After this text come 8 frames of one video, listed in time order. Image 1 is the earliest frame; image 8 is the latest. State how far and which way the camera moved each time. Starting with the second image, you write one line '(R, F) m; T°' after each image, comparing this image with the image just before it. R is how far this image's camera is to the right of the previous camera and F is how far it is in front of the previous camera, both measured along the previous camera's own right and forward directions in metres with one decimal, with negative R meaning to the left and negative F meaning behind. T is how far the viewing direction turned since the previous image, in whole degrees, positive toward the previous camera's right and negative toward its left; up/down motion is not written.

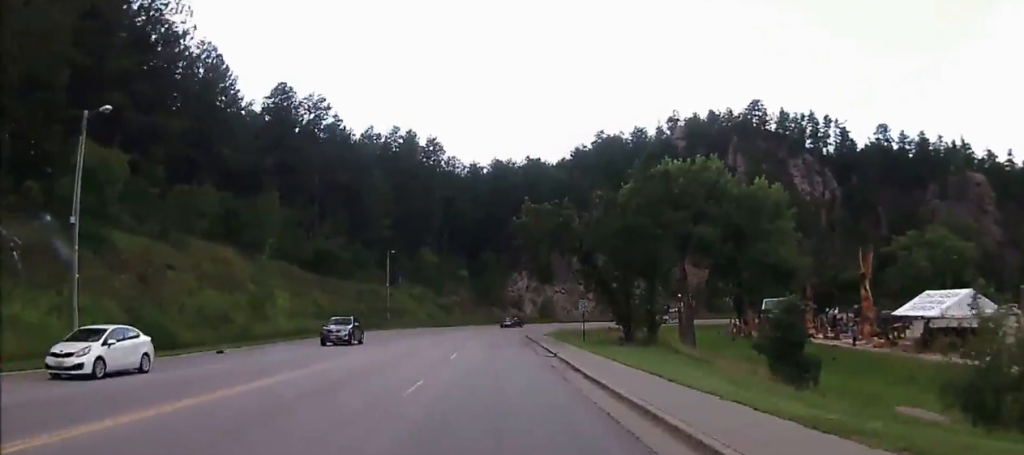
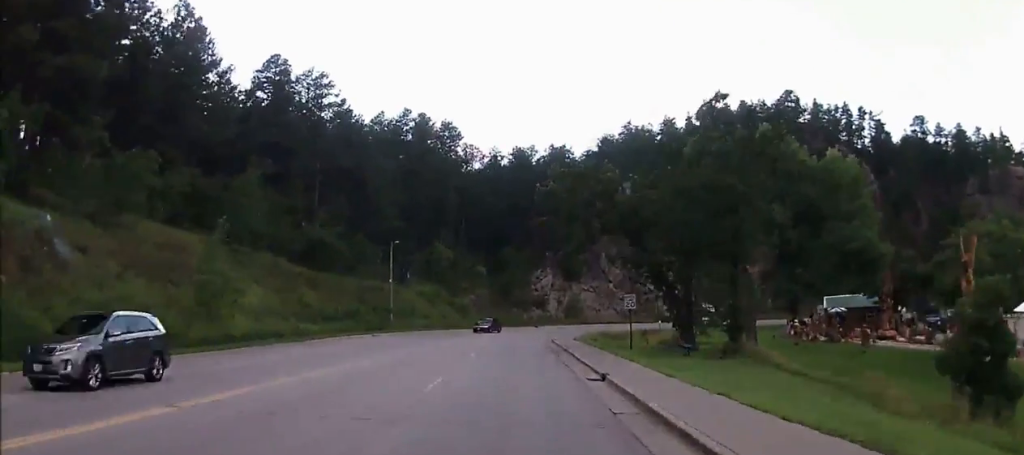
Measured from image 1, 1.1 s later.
(-0.6, +11.6) m; -1°
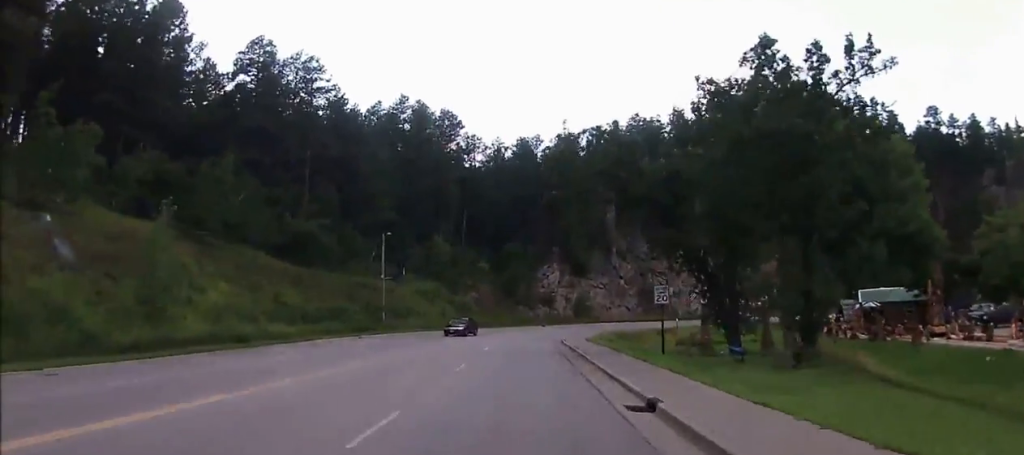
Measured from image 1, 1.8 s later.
(+0.1, +6.8) m; 0°
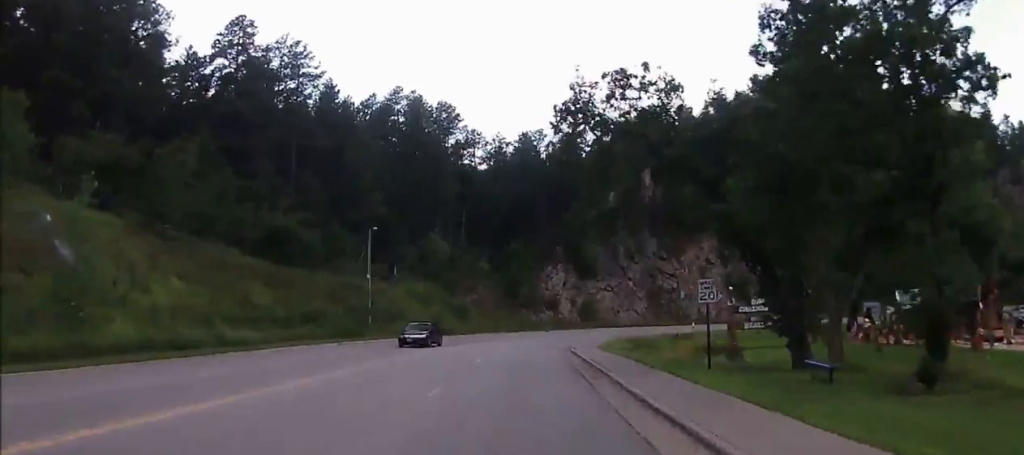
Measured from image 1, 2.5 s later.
(+0.3, +6.8) m; 0°
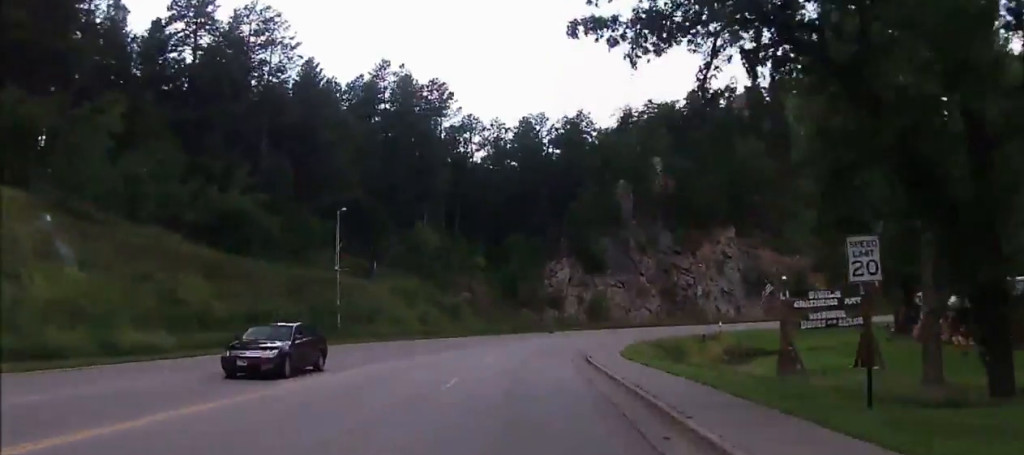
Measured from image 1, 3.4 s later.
(-0.5, +10.0) m; -3°
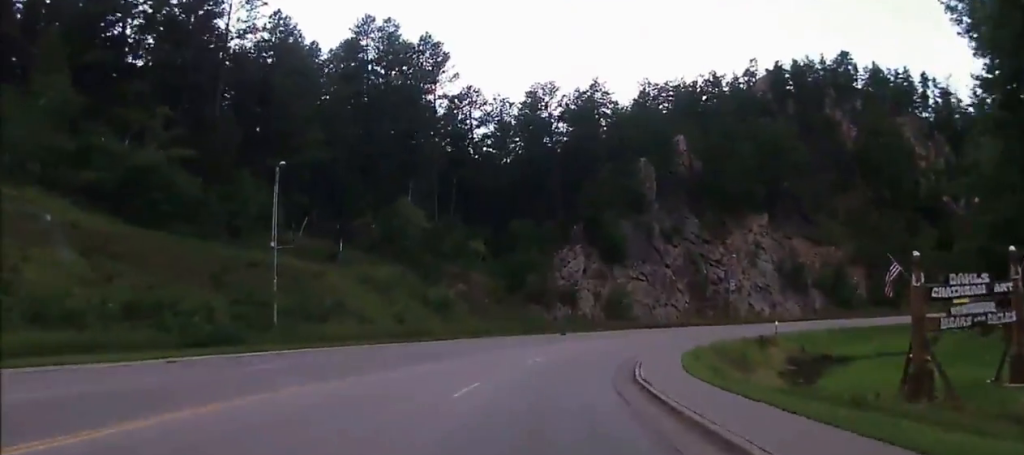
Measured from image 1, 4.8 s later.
(0.0, +13.9) m; 0°
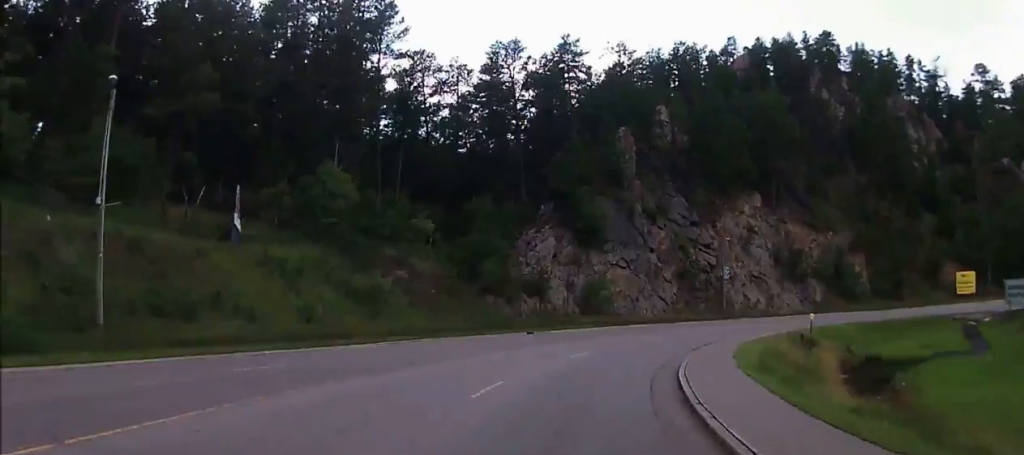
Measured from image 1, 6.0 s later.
(0.0, +13.1) m; +2°
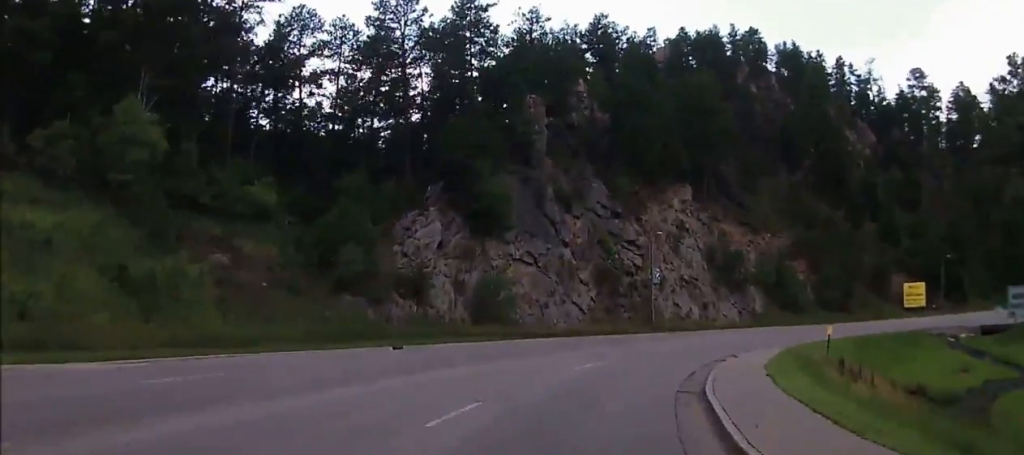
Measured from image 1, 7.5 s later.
(+1.0, +14.9) m; +10°
